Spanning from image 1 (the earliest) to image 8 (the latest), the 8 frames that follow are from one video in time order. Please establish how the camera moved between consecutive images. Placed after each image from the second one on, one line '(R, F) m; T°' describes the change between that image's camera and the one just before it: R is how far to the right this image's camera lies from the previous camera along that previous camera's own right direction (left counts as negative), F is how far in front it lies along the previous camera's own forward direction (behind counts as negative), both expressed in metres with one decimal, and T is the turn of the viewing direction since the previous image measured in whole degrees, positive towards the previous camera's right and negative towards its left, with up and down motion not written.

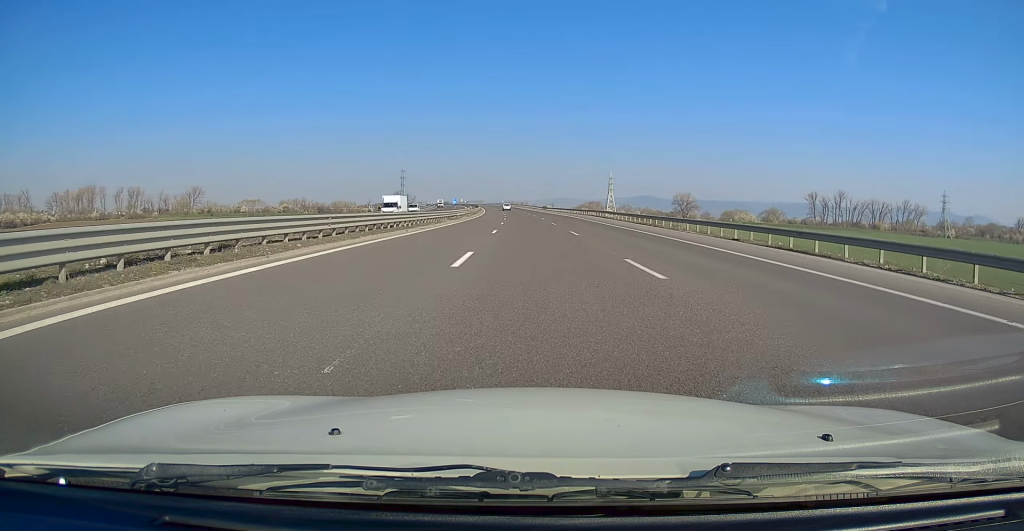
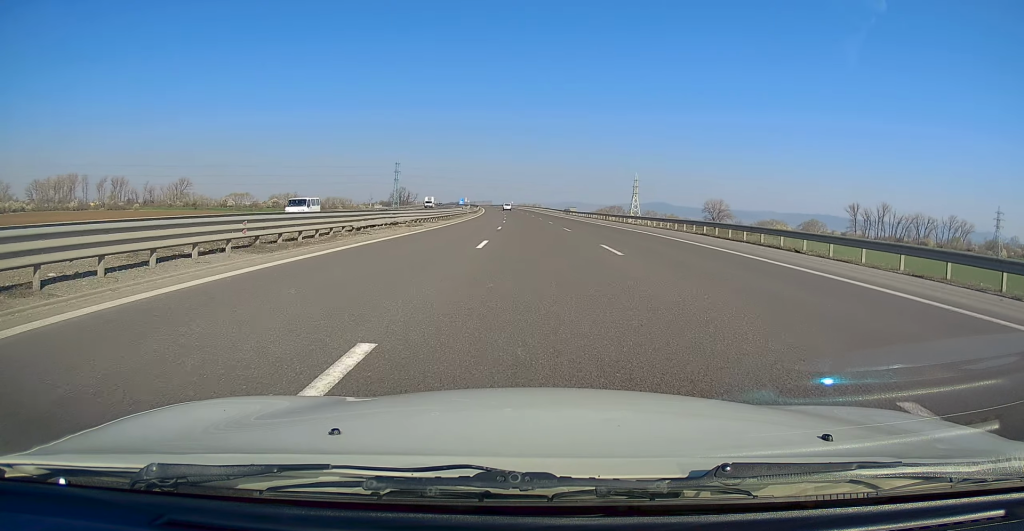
(-0.2, +42.7) m; -1°
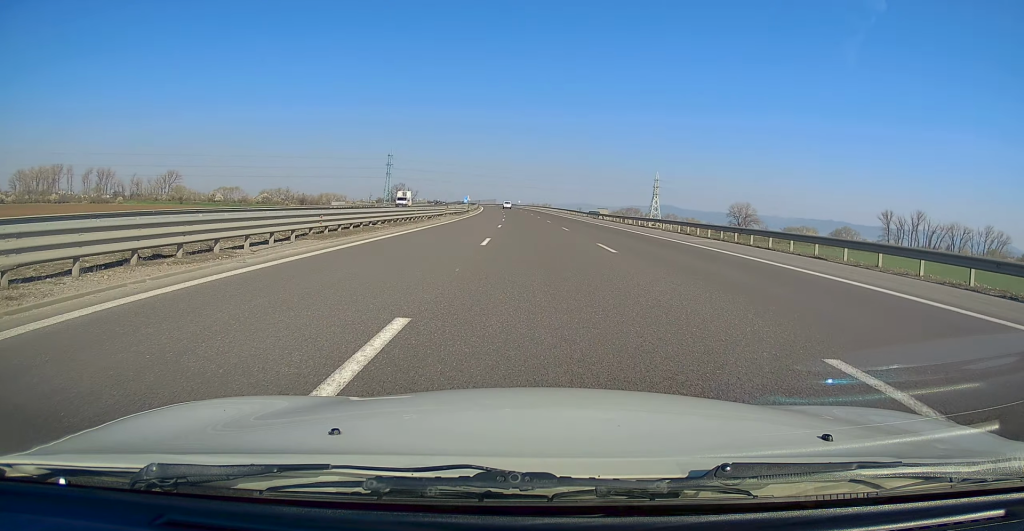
(-0.2, +30.7) m; -1°
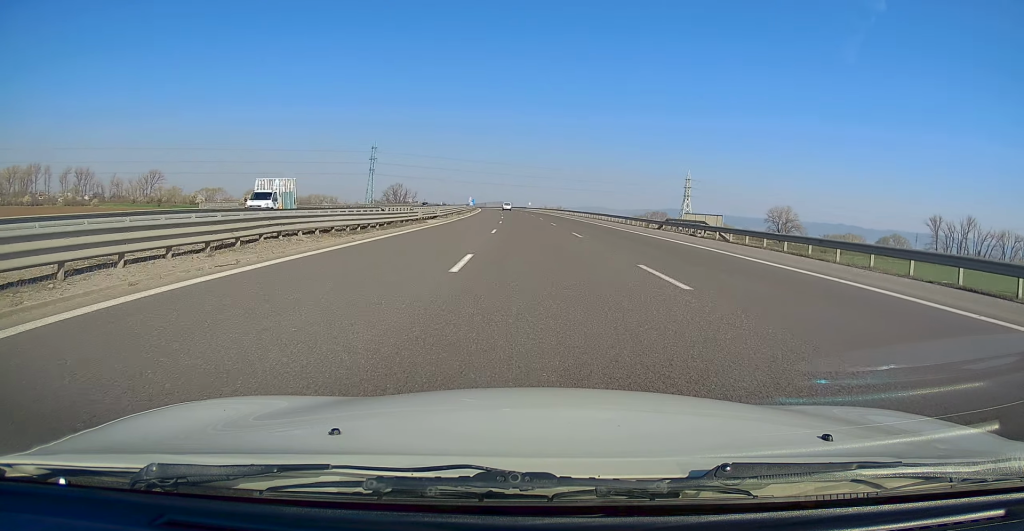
(-0.4, +39.5) m; -1°
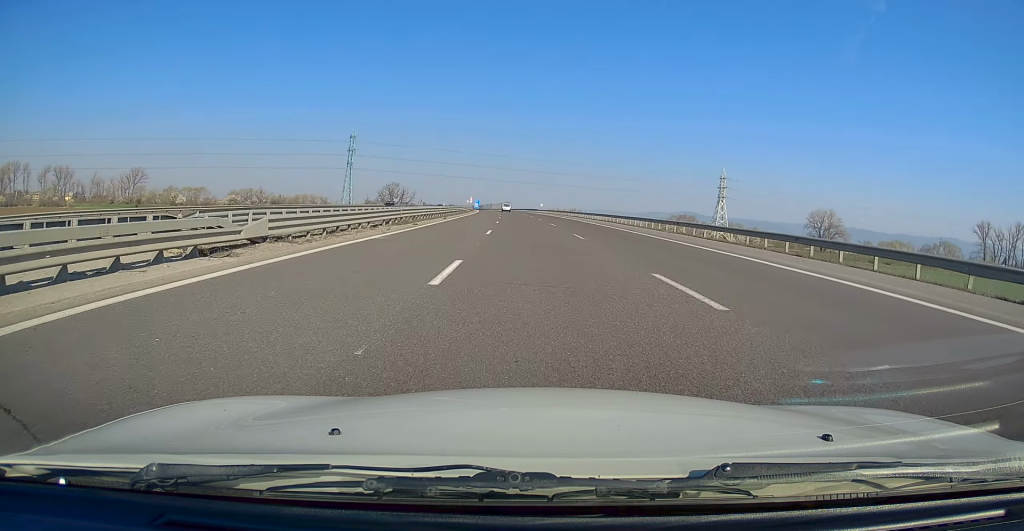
(-0.3, +33.8) m; -1°
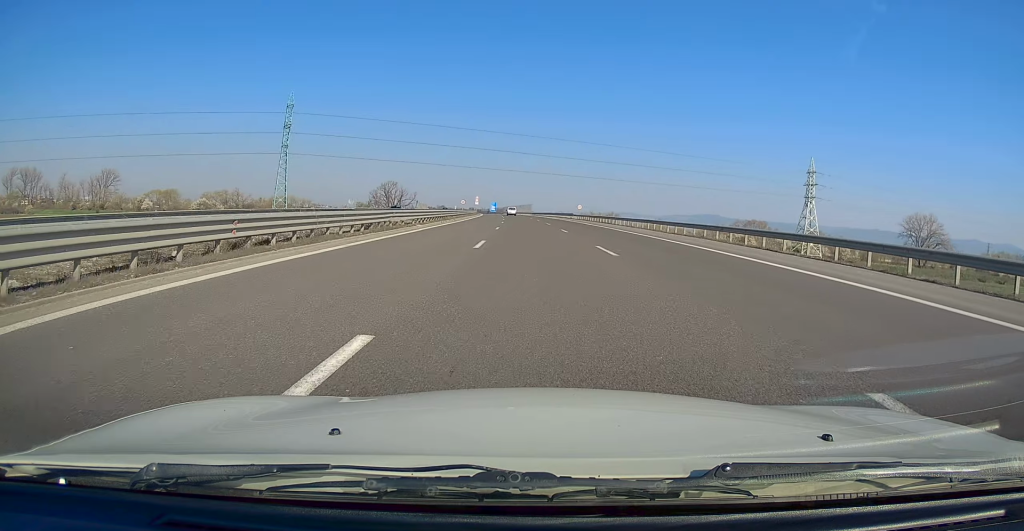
(-1.1, +55.5) m; -2°
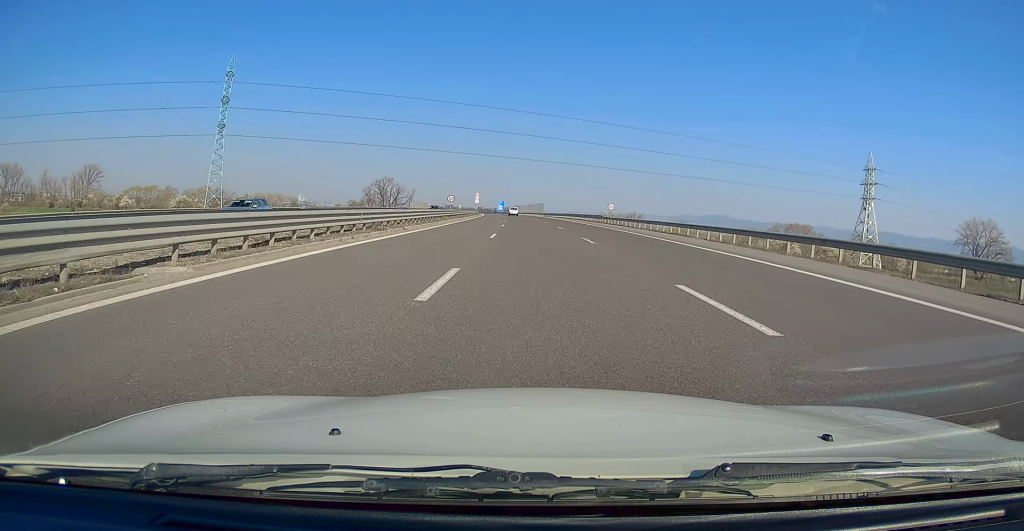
(-0.2, +26.1) m; -1°
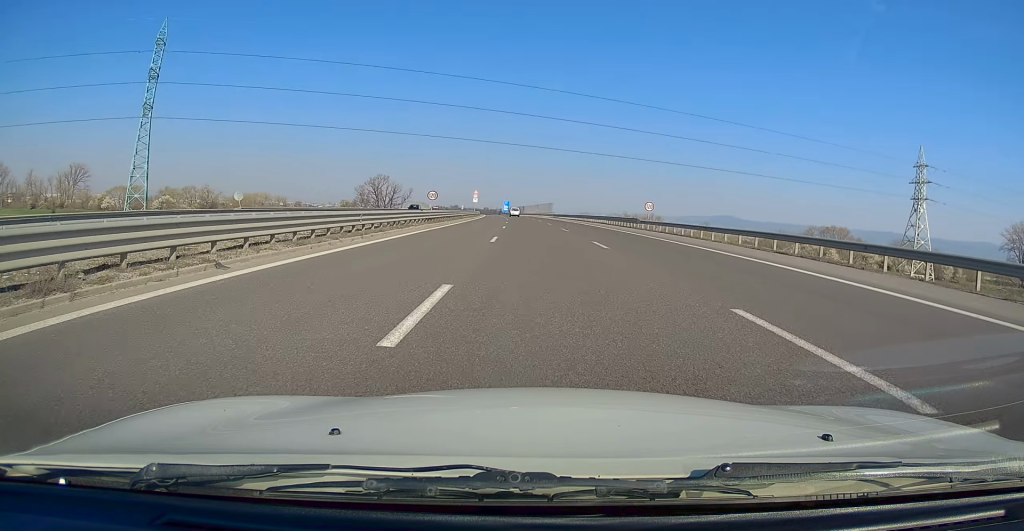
(+0.1, +18.4) m; -1°
